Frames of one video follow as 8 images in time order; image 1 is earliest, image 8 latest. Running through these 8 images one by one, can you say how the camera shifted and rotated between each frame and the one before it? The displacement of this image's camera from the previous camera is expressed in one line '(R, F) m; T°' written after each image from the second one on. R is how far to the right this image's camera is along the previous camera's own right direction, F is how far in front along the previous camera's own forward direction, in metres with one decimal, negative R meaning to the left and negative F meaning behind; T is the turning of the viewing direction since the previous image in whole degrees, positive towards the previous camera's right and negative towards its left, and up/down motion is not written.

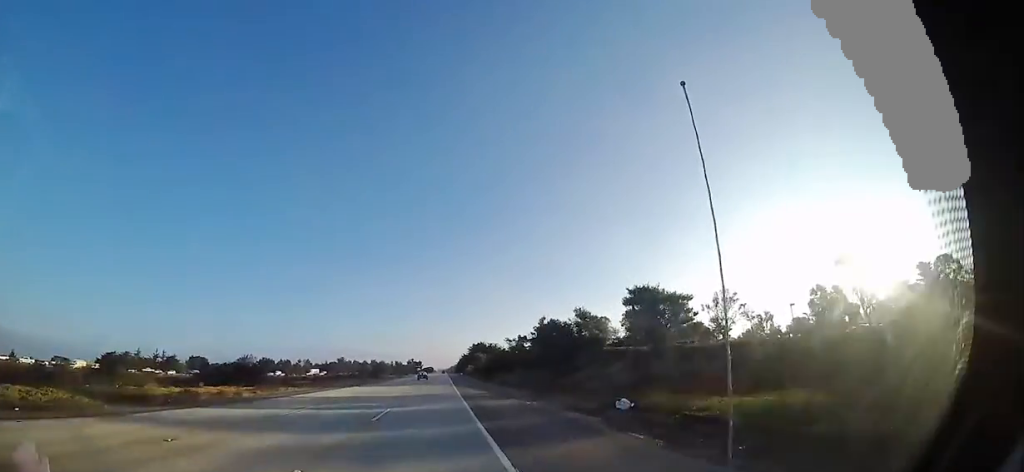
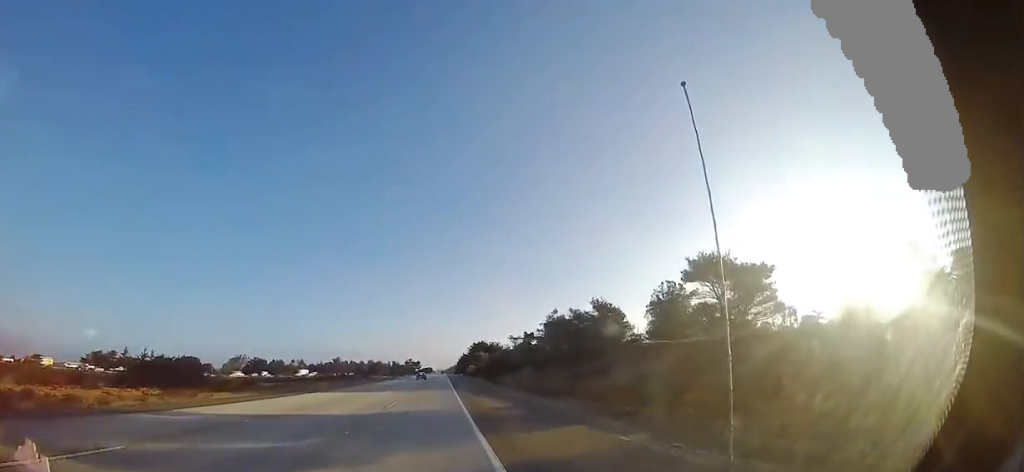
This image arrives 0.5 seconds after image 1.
(0.0, +10.6) m; 0°
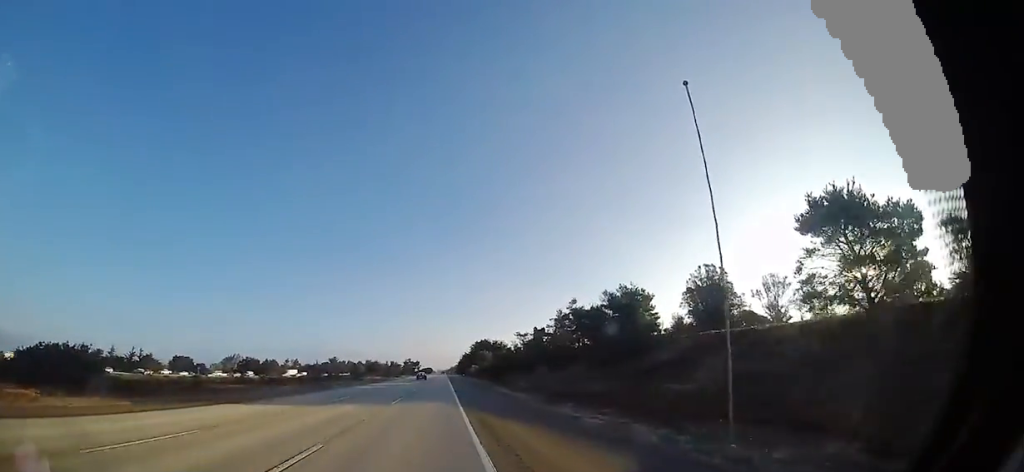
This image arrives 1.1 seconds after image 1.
(+0.1, +11.6) m; 0°
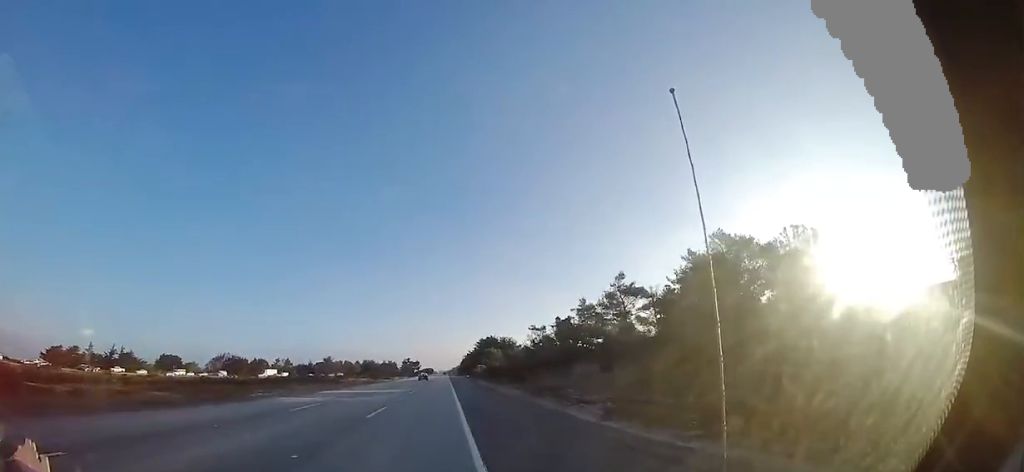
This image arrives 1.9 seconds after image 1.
(0.0, +18.5) m; -1°
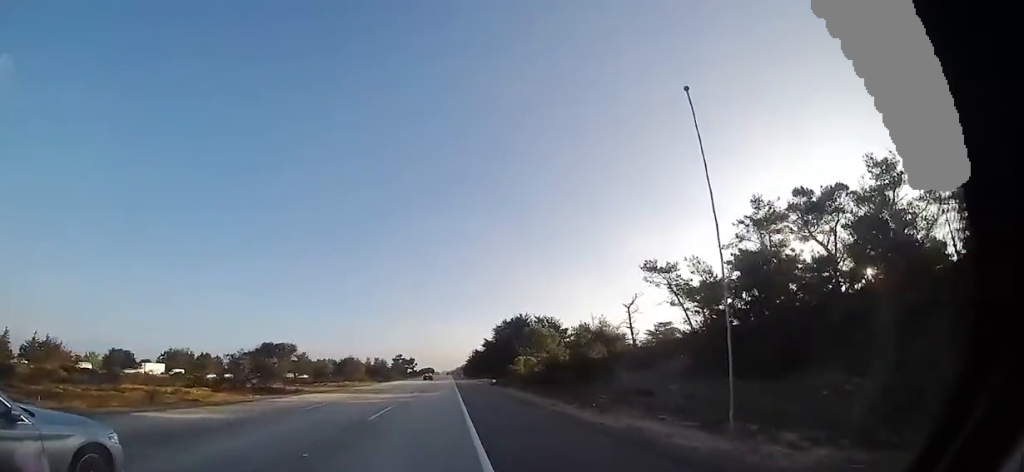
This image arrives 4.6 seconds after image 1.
(+0.3, +57.8) m; +1°
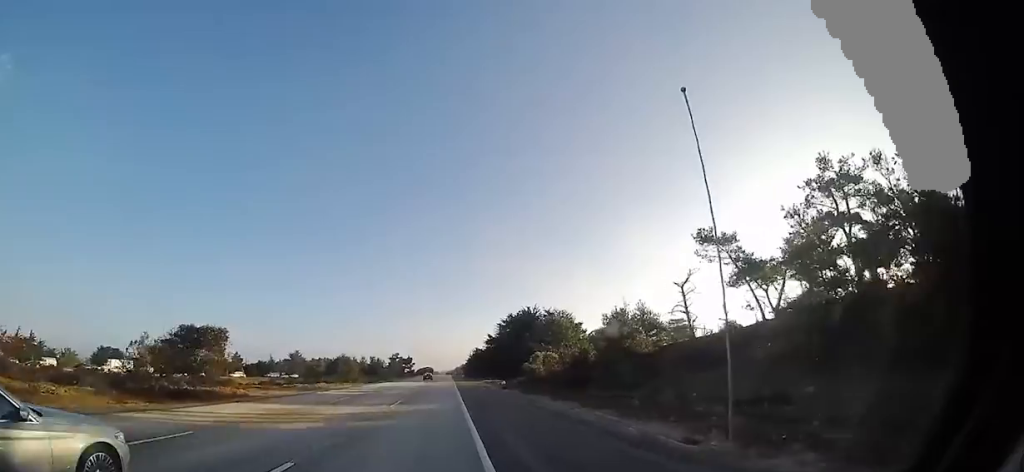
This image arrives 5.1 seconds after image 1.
(+0.2, +10.1) m; 0°
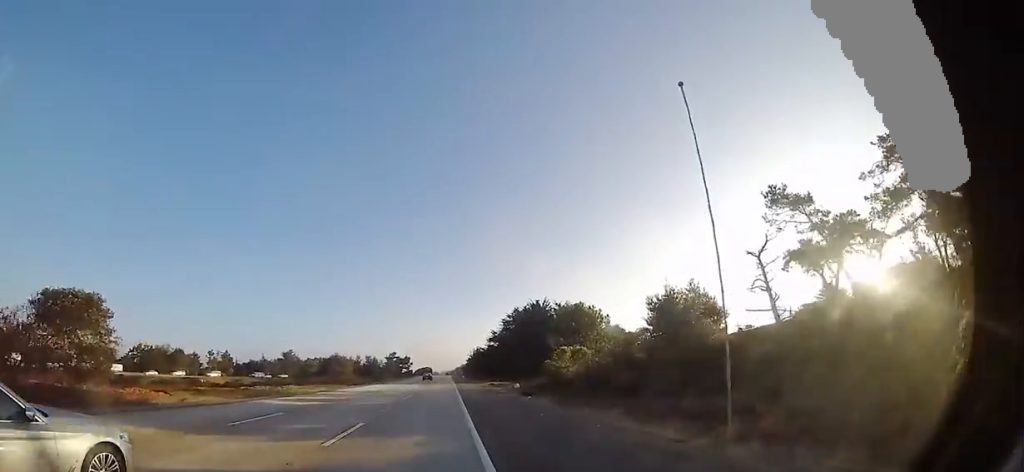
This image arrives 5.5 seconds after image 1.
(-0.2, +9.0) m; 0°
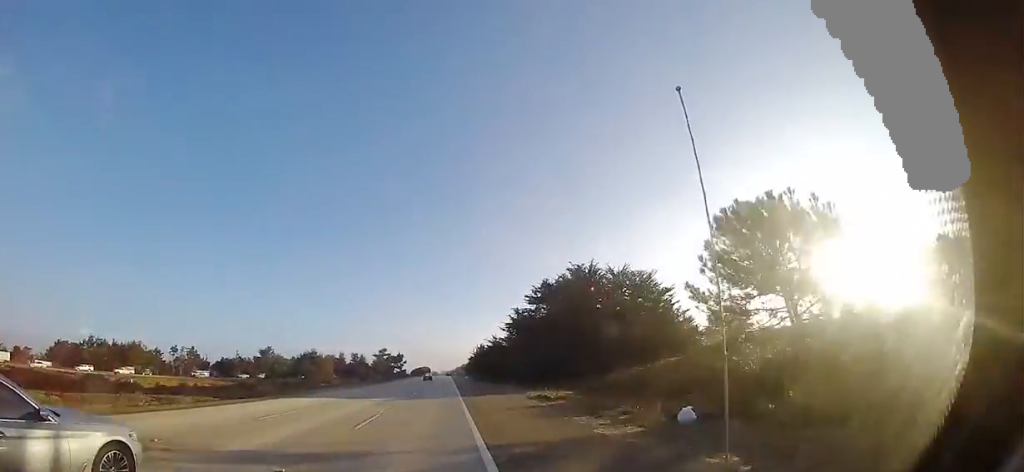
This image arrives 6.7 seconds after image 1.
(-0.1, +26.2) m; 0°
